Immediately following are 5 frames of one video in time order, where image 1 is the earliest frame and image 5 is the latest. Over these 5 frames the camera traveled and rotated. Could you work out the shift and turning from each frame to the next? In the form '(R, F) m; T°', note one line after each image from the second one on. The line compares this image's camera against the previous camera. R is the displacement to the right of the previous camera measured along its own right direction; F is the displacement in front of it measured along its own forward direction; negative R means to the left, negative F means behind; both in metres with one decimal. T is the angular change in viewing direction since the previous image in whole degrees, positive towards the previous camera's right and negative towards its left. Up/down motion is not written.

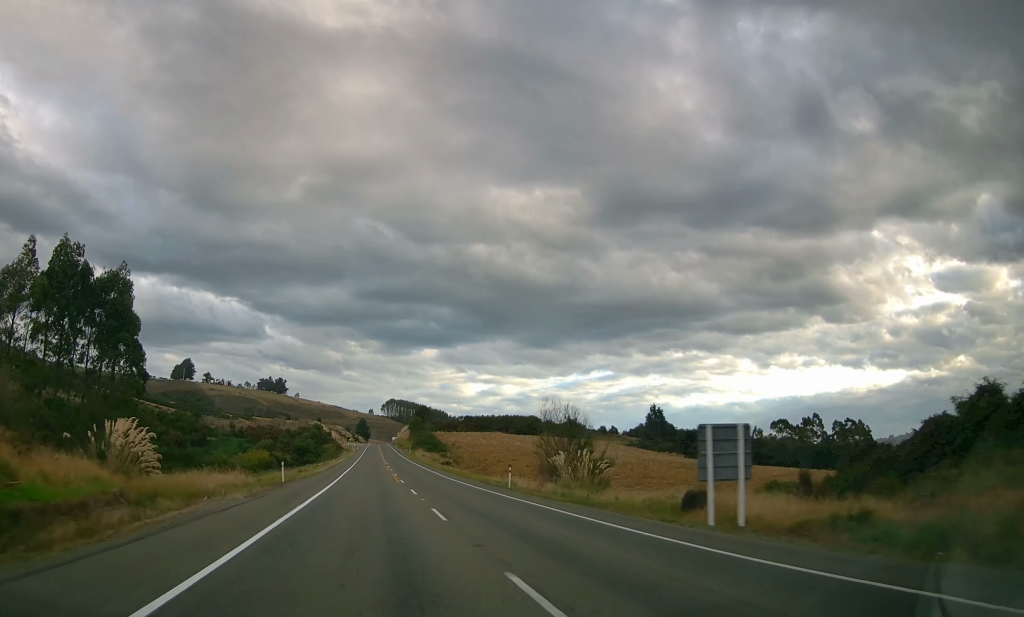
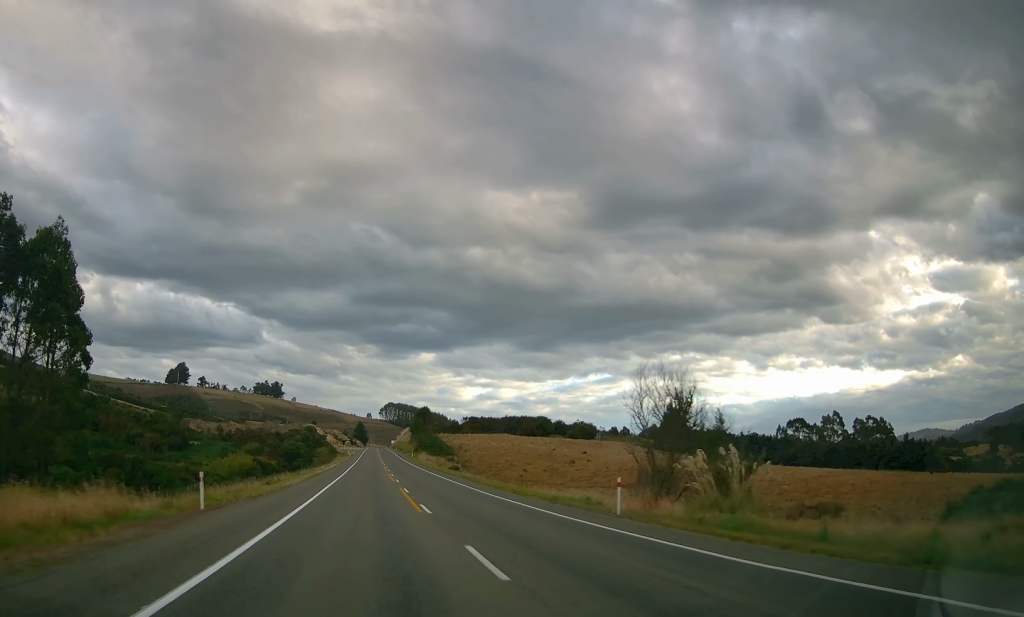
(0.0, +17.2) m; 0°
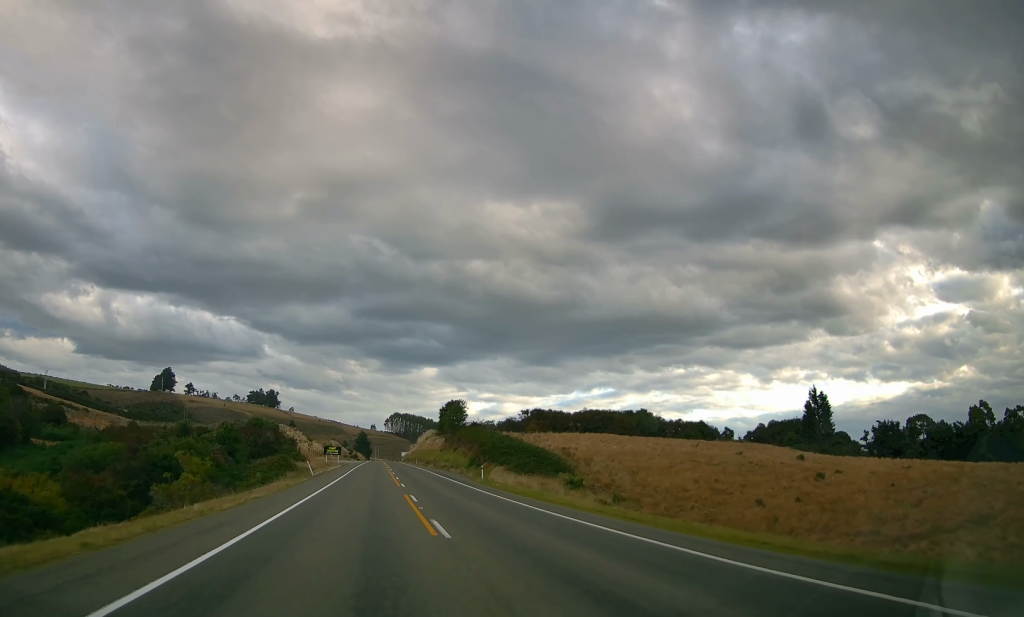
(+2.6, +85.8) m; 0°
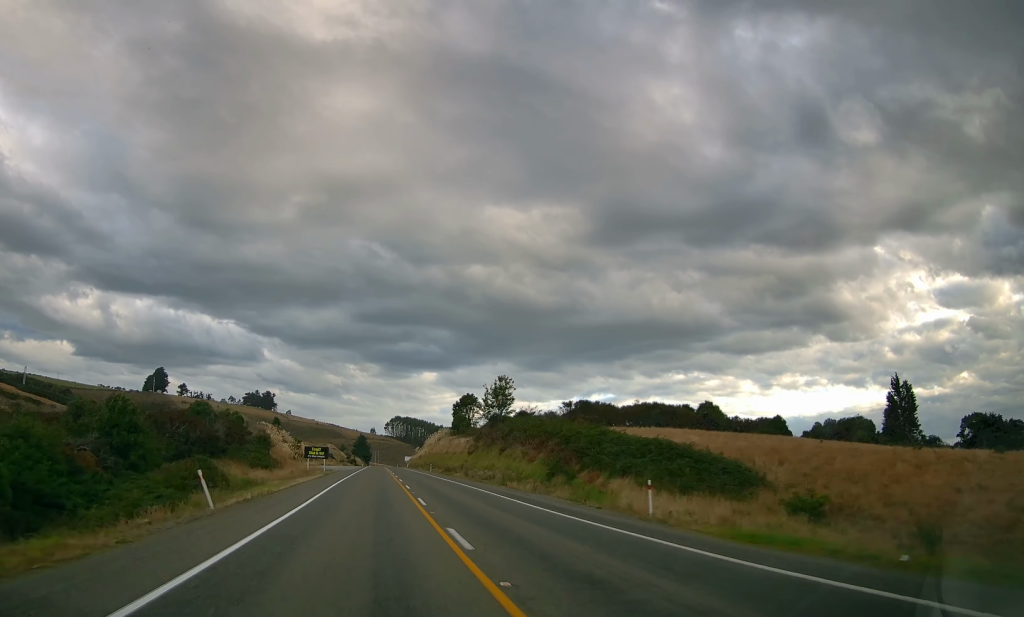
(-0.1, +31.1) m; 0°
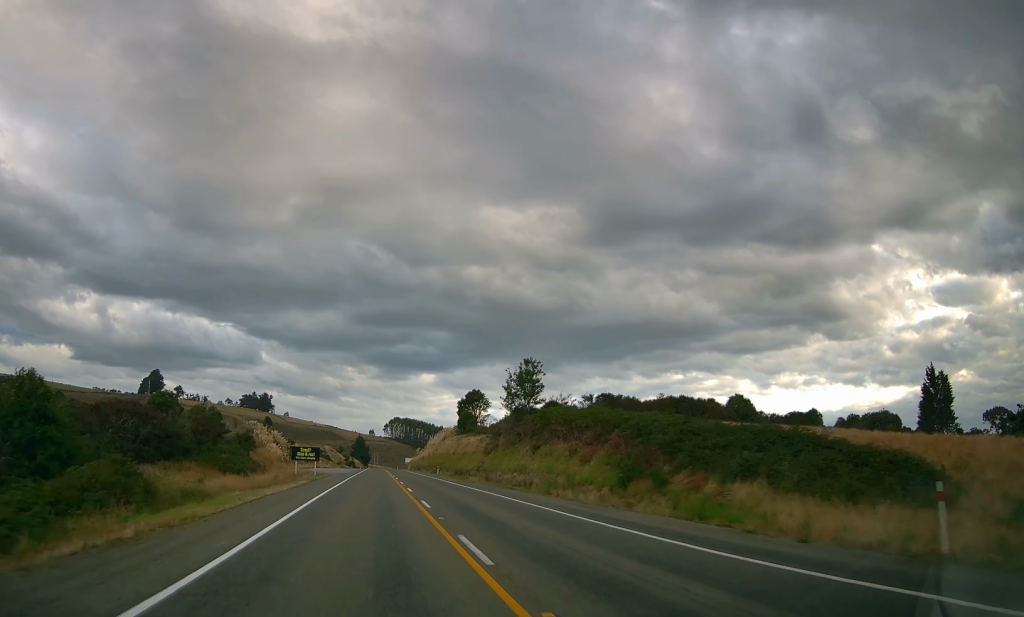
(0.0, +11.5) m; 0°
